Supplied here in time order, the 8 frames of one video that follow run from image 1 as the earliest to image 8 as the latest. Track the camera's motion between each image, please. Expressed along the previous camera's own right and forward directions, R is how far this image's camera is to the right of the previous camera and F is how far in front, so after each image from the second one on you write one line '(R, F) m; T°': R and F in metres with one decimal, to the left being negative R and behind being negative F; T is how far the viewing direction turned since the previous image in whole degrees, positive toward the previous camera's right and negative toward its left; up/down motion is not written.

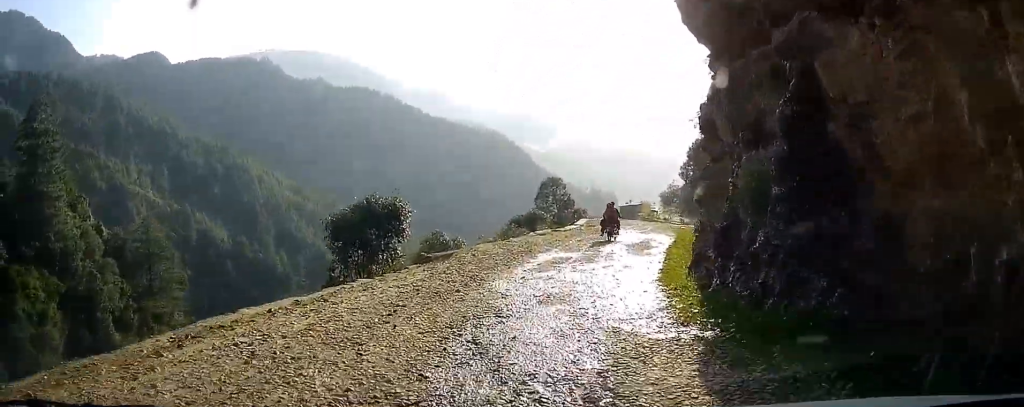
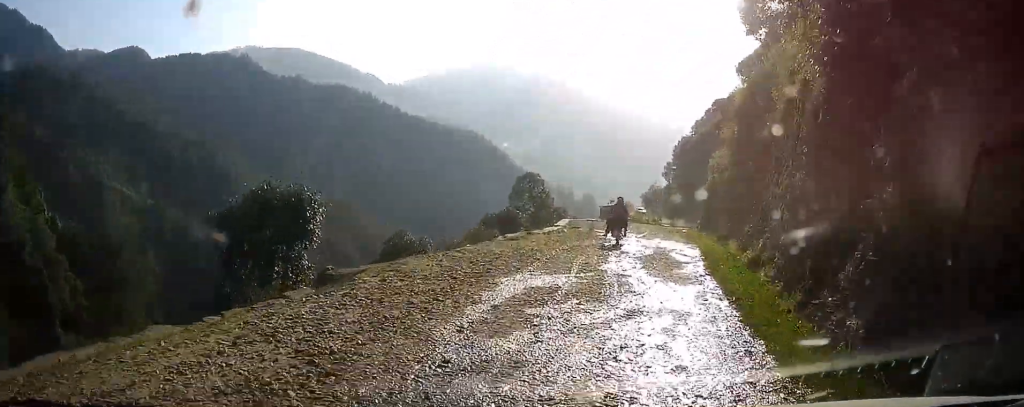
(-0.1, +6.2) m; -1°
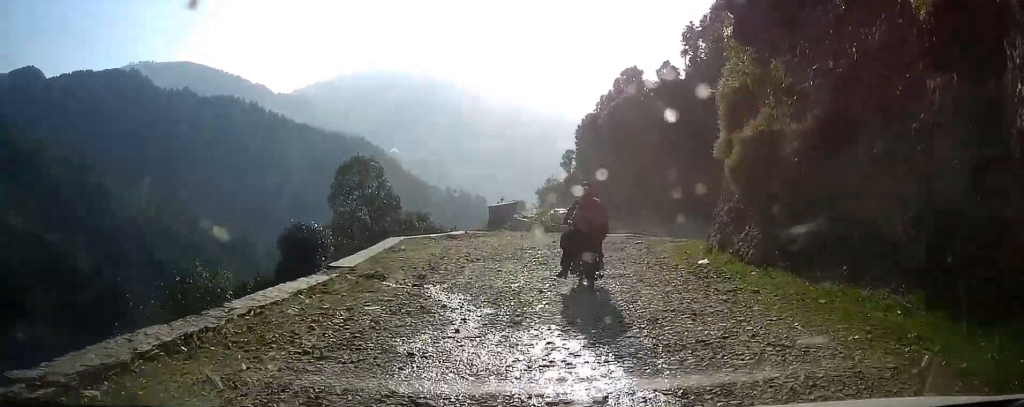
(+1.2, +24.8) m; +3°
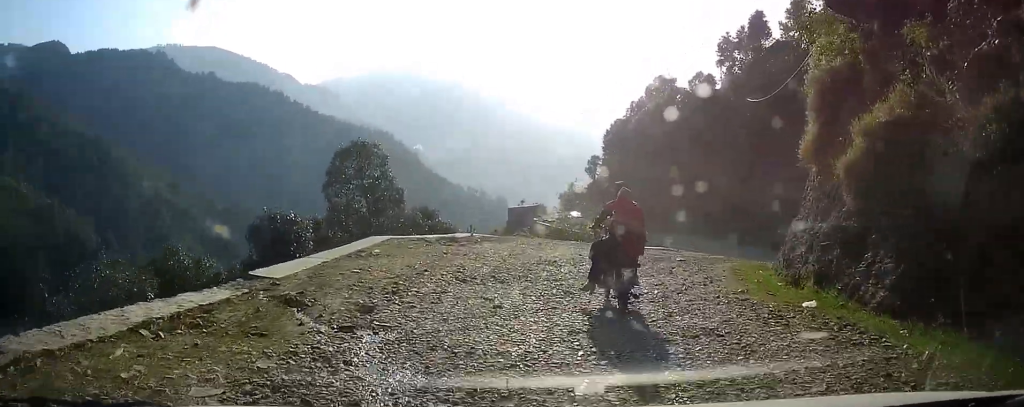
(-0.1, +5.3) m; -1°
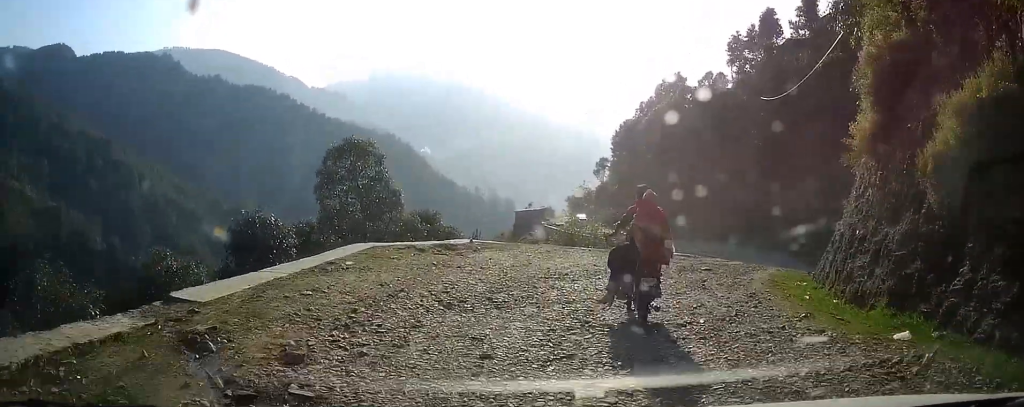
(0.0, +2.6) m; 0°
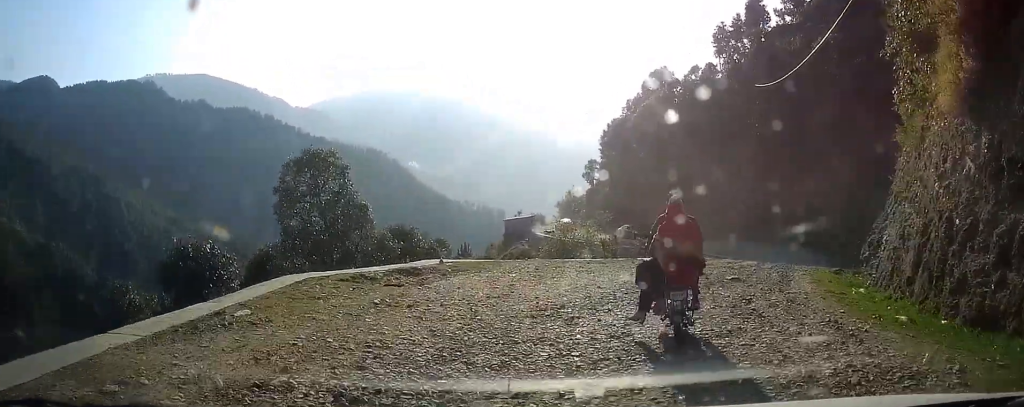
(0.0, +4.1) m; +1°
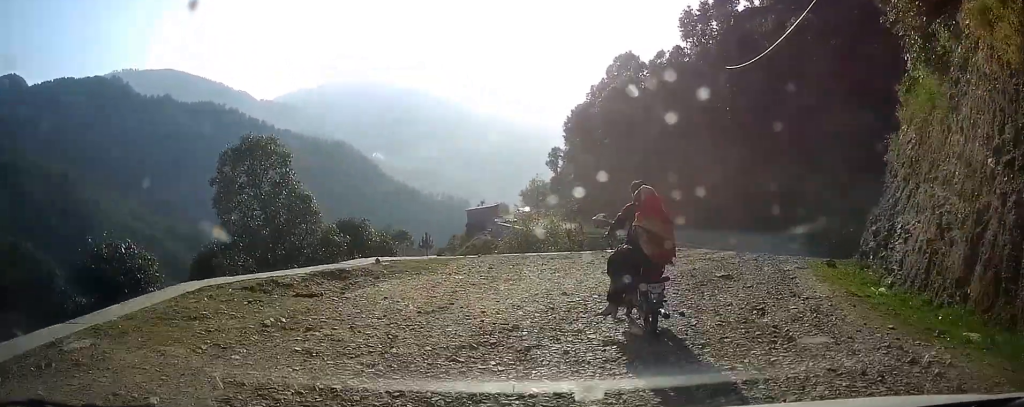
(0.0, +2.5) m; +2°
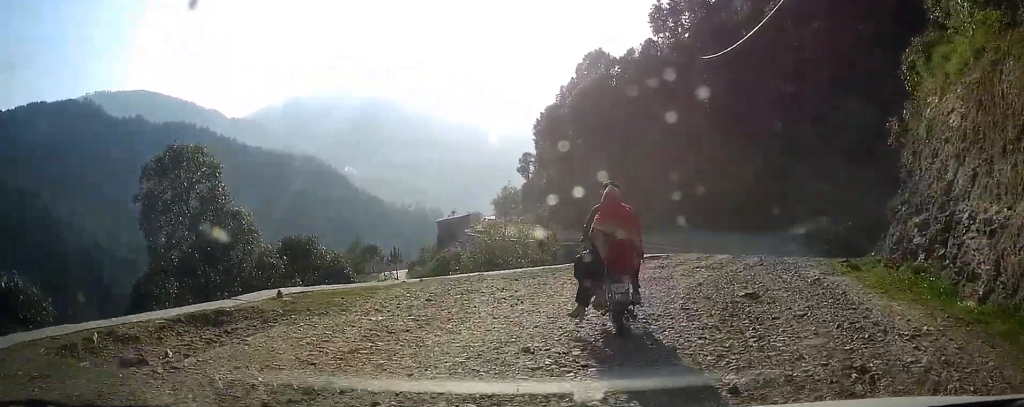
(+0.1, +3.9) m; +2°
